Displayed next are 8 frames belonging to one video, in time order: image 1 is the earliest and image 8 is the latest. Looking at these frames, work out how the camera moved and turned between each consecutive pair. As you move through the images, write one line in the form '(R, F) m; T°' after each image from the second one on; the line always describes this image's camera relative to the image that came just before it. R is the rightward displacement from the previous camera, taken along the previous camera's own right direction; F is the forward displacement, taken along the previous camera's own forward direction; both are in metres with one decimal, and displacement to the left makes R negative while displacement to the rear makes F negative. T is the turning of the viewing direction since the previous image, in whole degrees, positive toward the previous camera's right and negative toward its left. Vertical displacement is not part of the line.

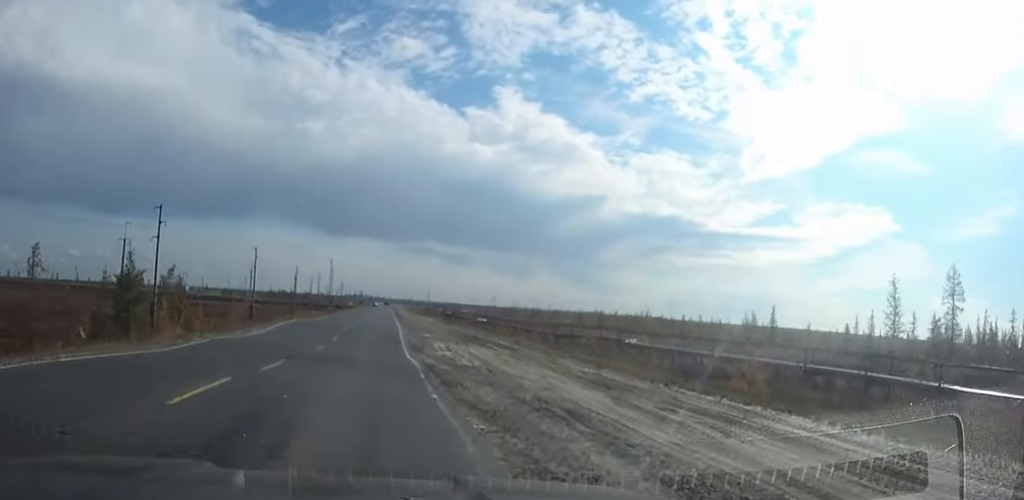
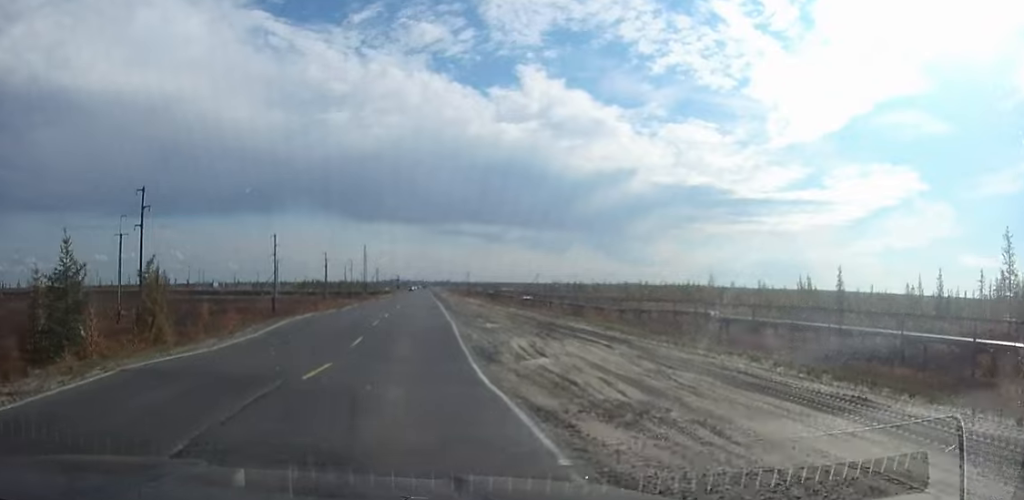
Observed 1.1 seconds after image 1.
(-0.2, +11.3) m; 0°
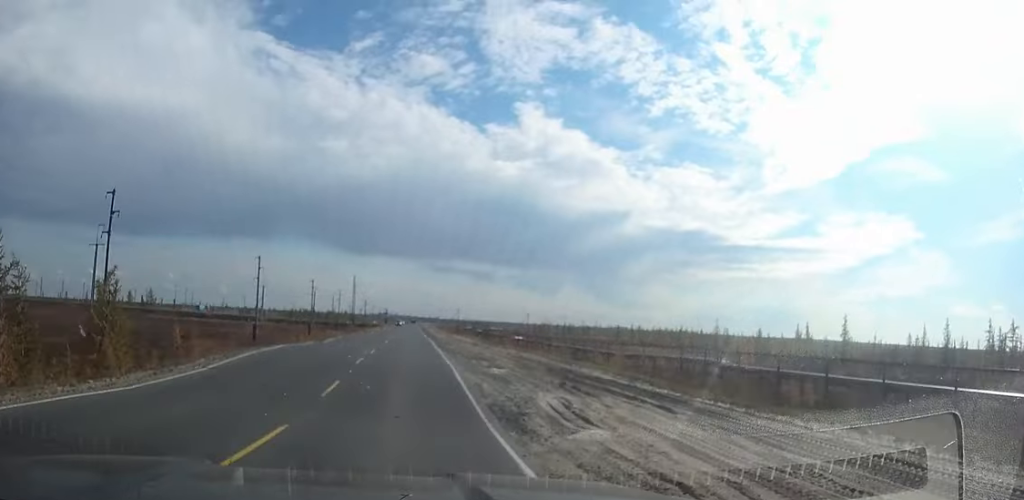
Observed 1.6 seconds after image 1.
(+0.1, +5.7) m; 0°
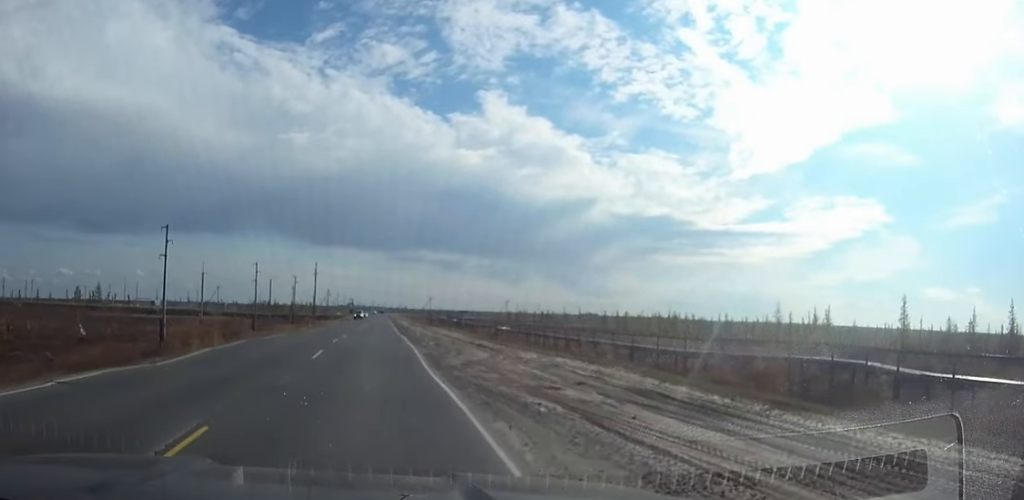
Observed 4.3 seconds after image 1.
(+0.4, +27.0) m; +1°
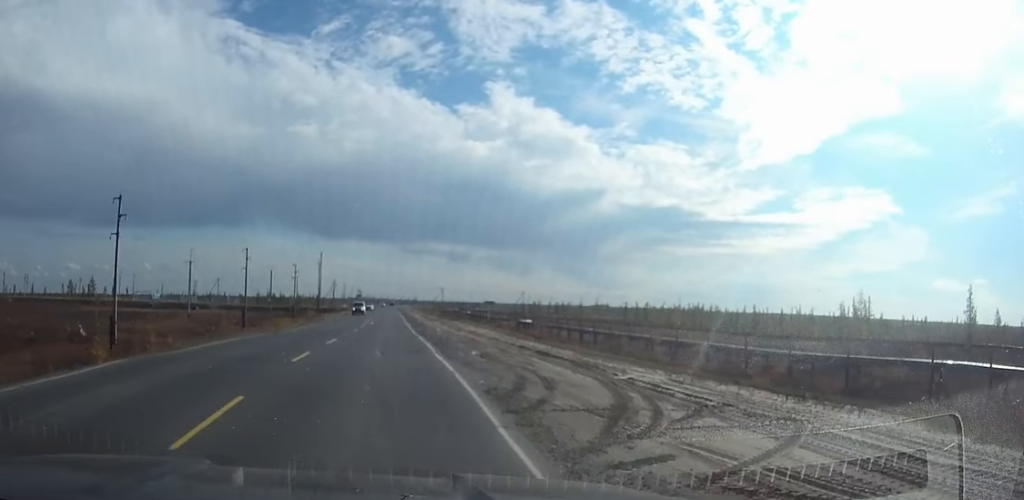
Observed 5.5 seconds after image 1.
(-0.1, +13.5) m; 0°
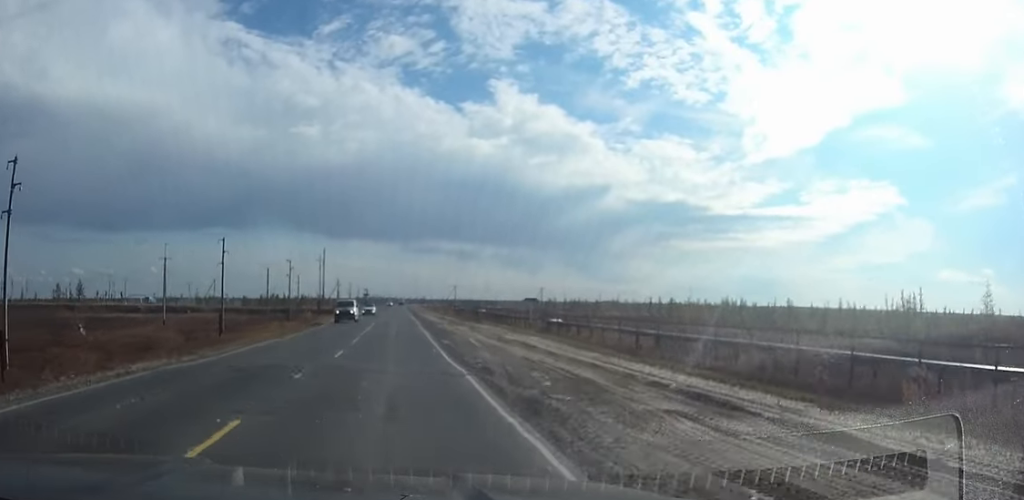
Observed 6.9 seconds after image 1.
(0.0, +16.4) m; 0°
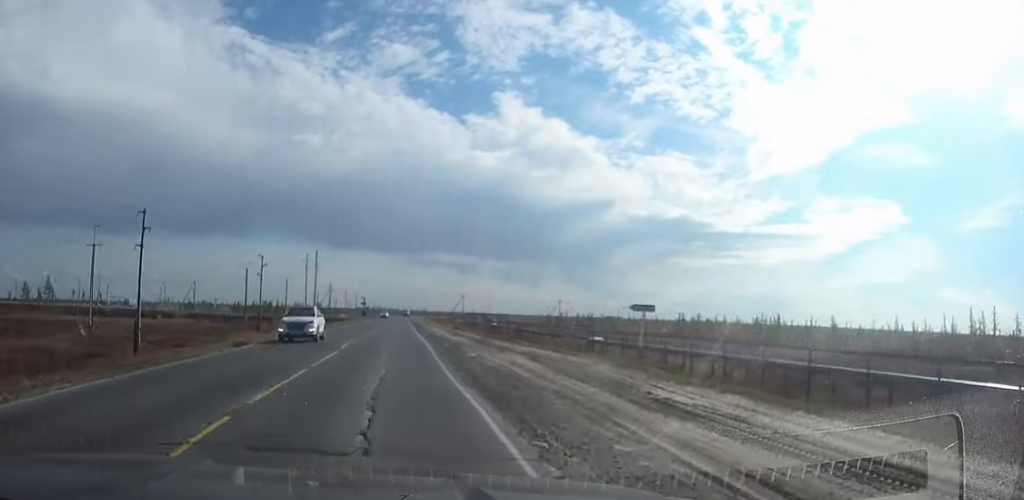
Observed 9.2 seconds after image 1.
(0.0, +26.4) m; 0°
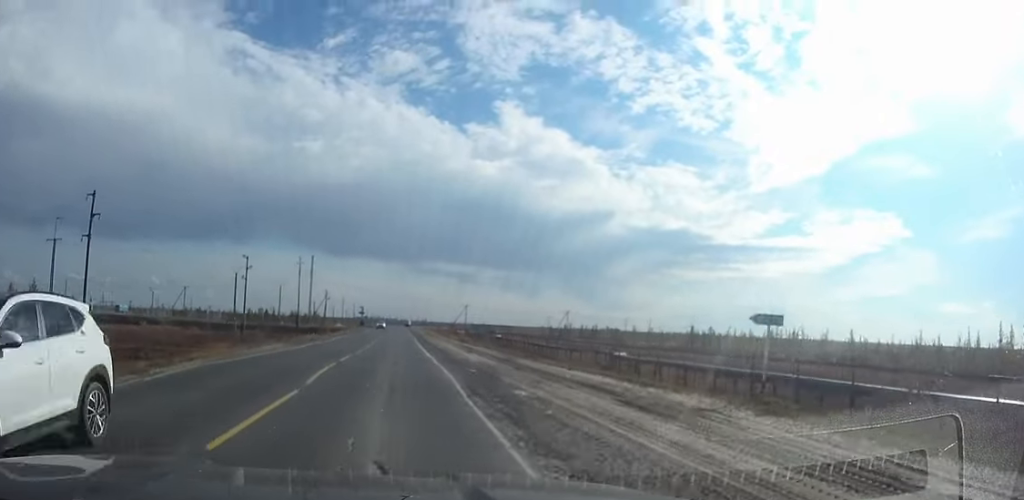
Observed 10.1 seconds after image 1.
(0.0, +12.2) m; 0°
